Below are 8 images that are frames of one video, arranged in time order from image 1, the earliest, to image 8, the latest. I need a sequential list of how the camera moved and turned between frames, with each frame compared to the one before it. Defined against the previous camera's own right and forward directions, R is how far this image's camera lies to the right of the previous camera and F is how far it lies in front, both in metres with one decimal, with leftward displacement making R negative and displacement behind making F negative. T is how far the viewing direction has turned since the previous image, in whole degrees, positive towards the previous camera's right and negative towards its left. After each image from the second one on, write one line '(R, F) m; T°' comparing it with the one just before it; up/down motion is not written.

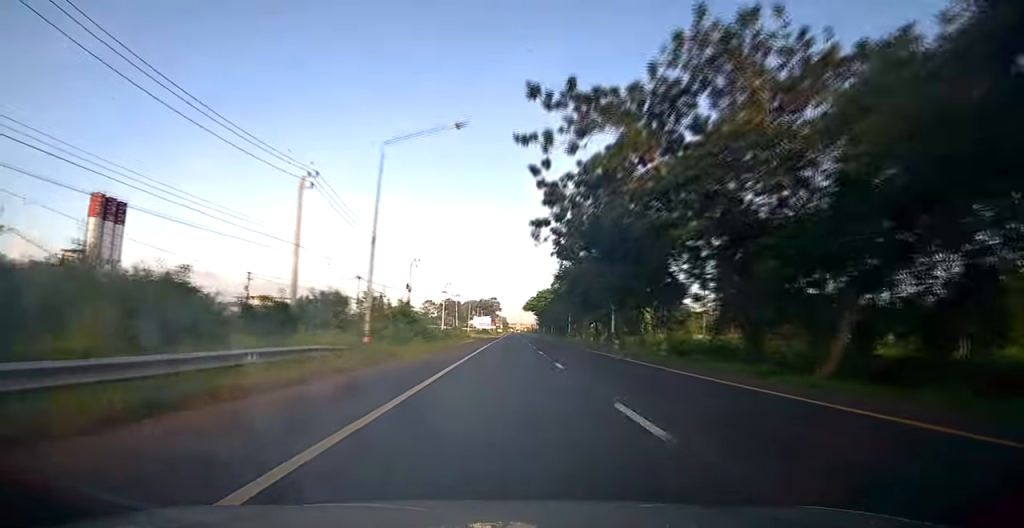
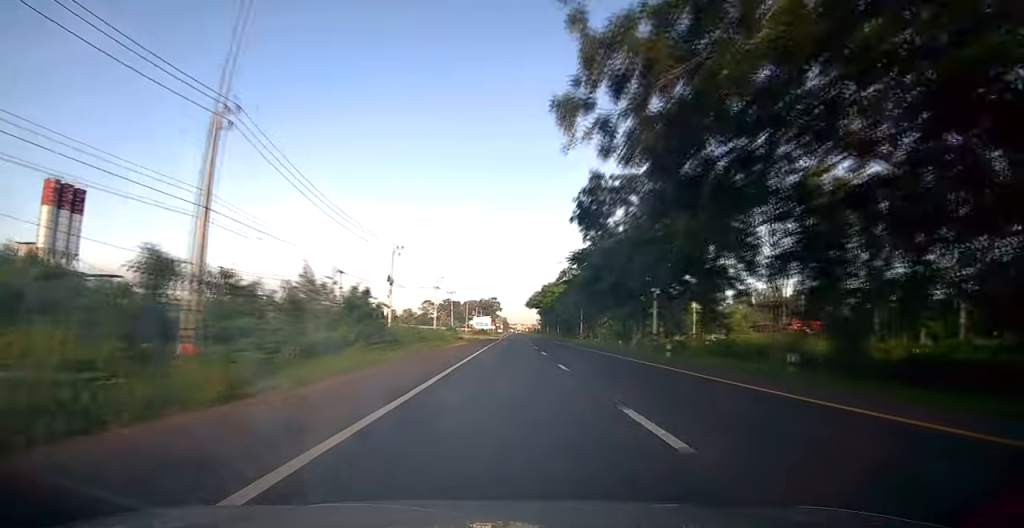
(-0.1, +12.8) m; -1°
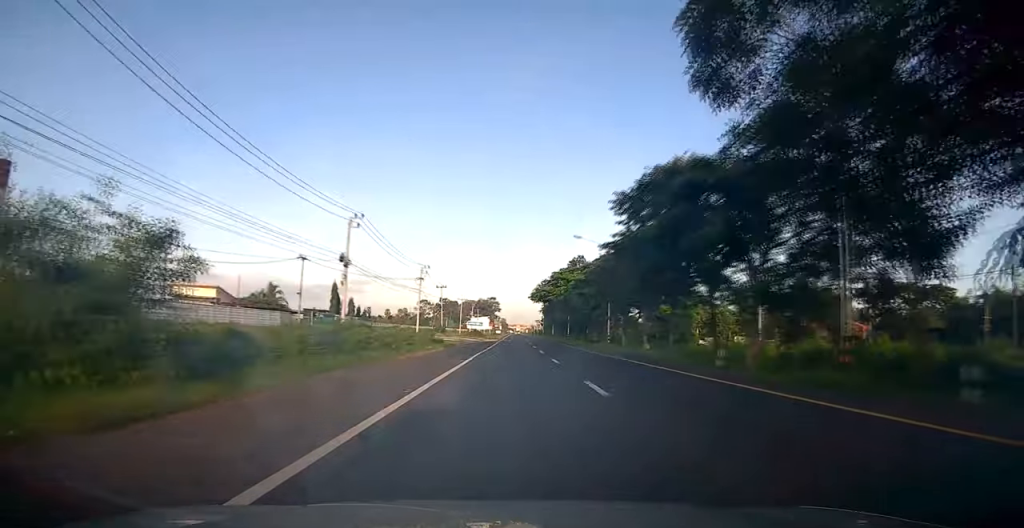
(-0.1, +18.9) m; 0°
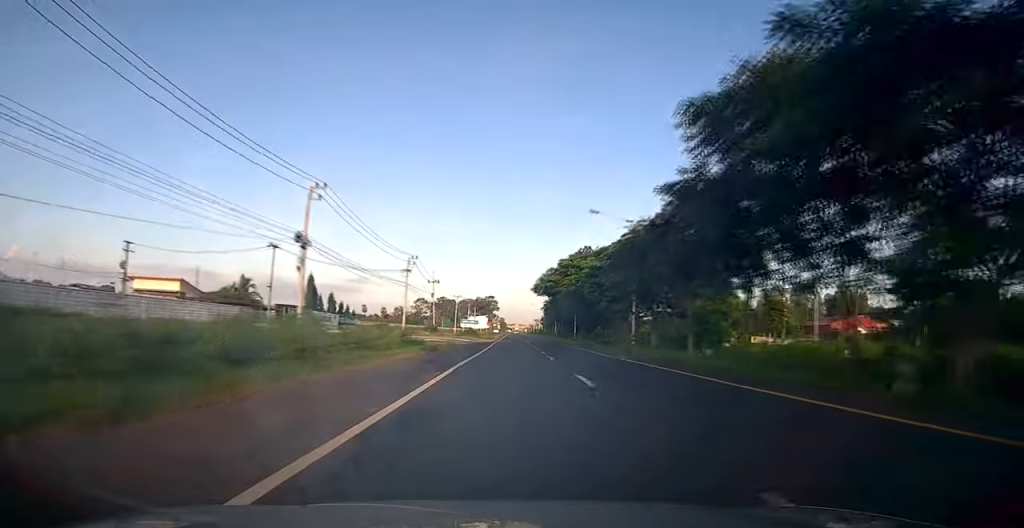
(0.0, +10.1) m; 0°
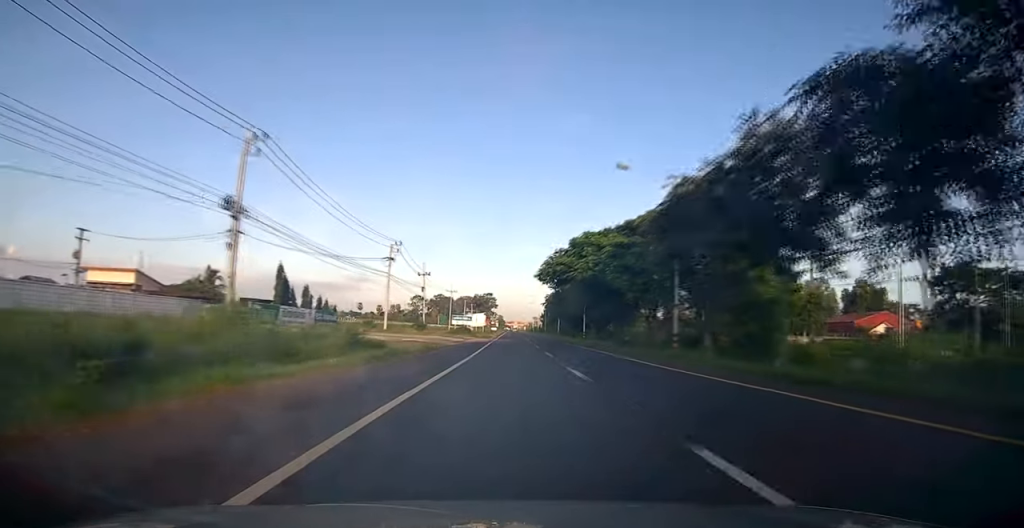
(0.0, +10.2) m; 0°
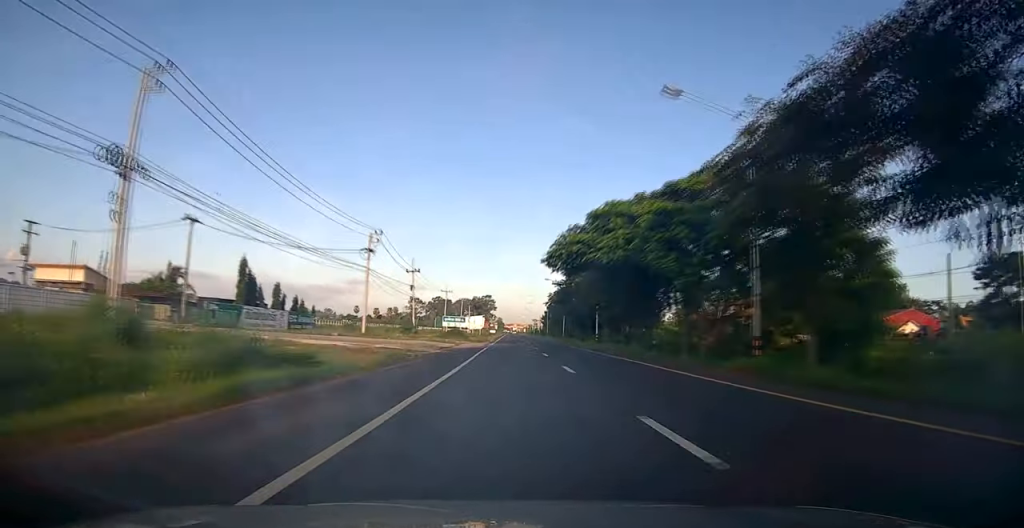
(0.0, +9.6) m; 0°
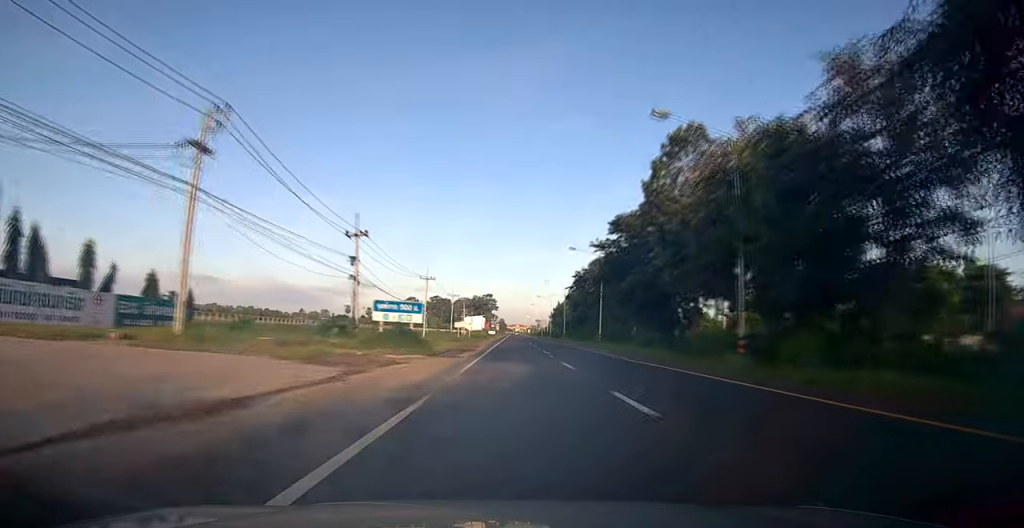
(+0.1, +32.8) m; +1°
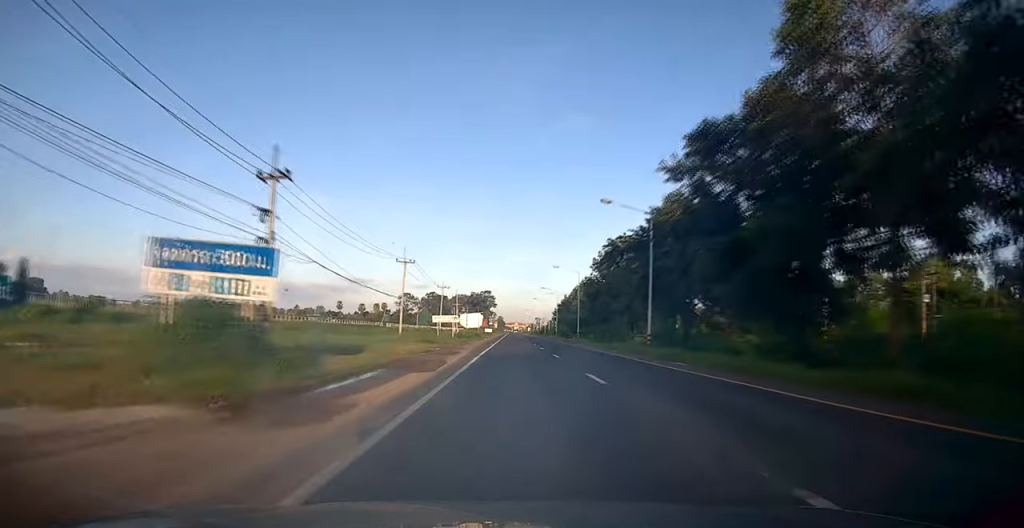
(+0.1, +19.1) m; 0°
